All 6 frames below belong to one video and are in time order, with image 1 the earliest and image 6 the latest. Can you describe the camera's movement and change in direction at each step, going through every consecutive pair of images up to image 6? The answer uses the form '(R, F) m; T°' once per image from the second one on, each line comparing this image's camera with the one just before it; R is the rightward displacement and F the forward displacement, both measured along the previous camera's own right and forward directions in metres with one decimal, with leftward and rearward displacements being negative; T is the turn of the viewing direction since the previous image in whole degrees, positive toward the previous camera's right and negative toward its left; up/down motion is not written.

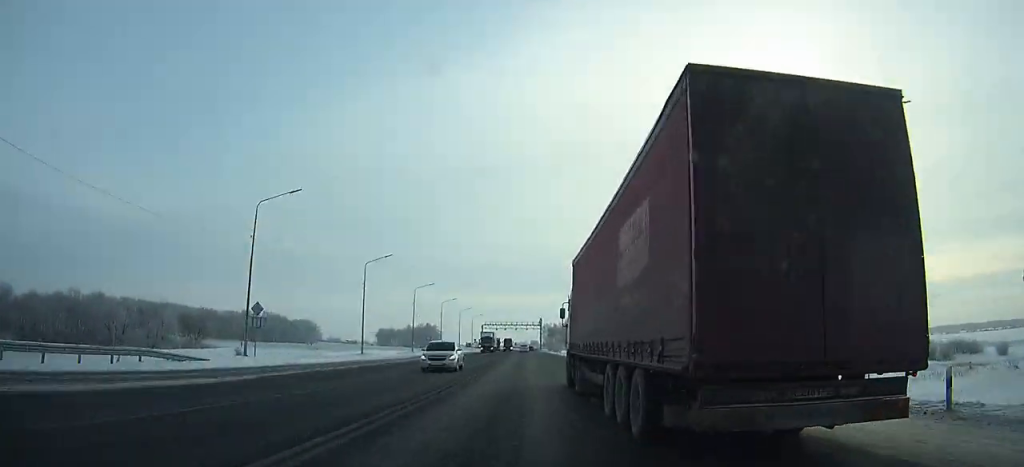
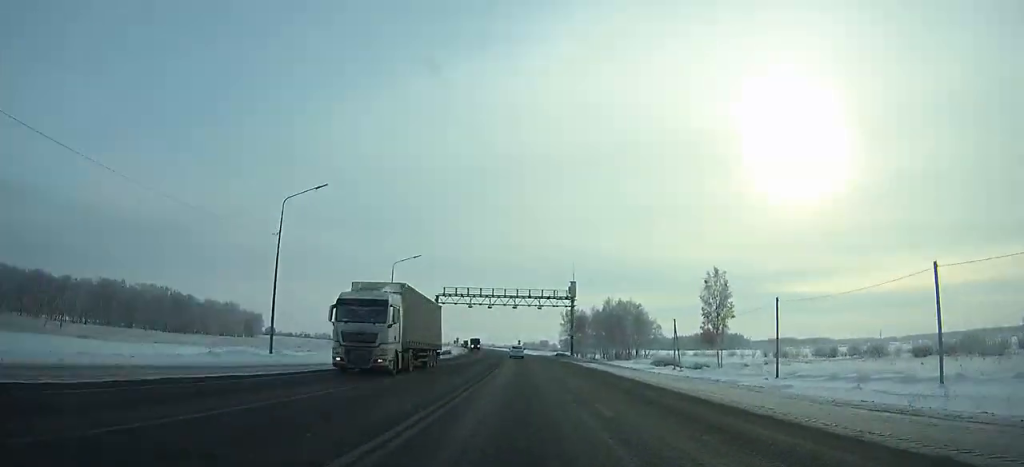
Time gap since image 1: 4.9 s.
(-0.5, +109.8) m; -1°
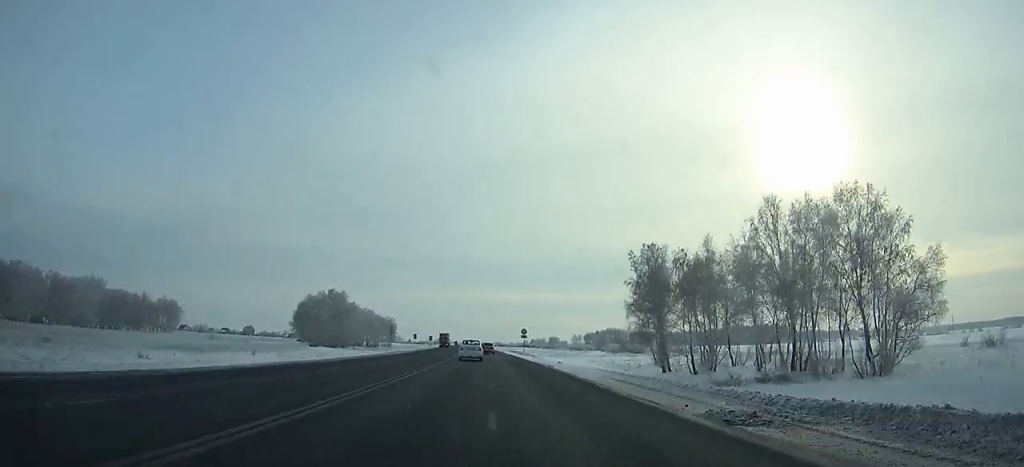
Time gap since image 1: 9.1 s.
(-1.6, +94.1) m; -3°
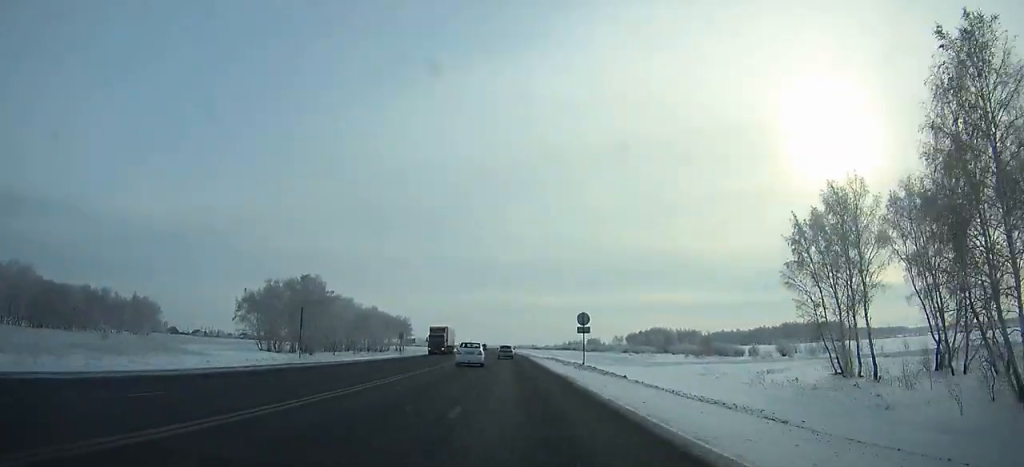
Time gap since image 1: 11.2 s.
(-1.2, +45.5) m; -2°
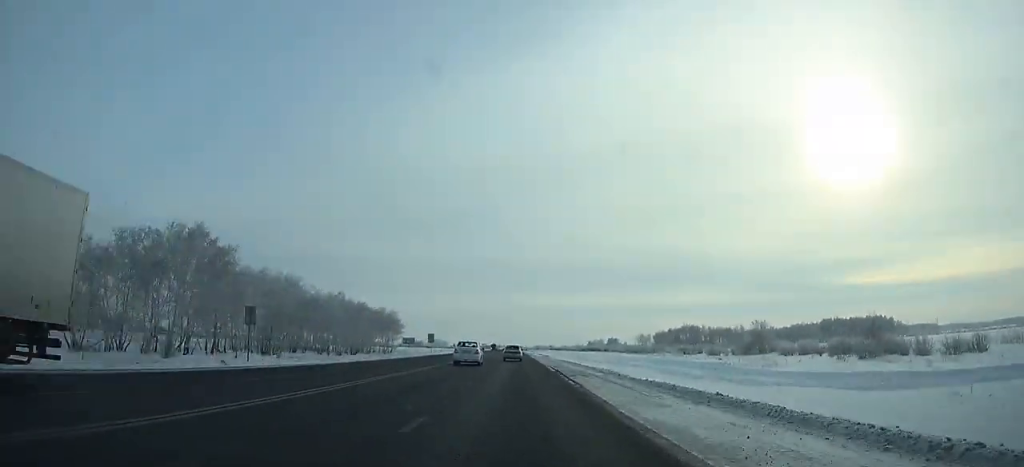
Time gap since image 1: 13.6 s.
(-0.9, +50.9) m; -1°
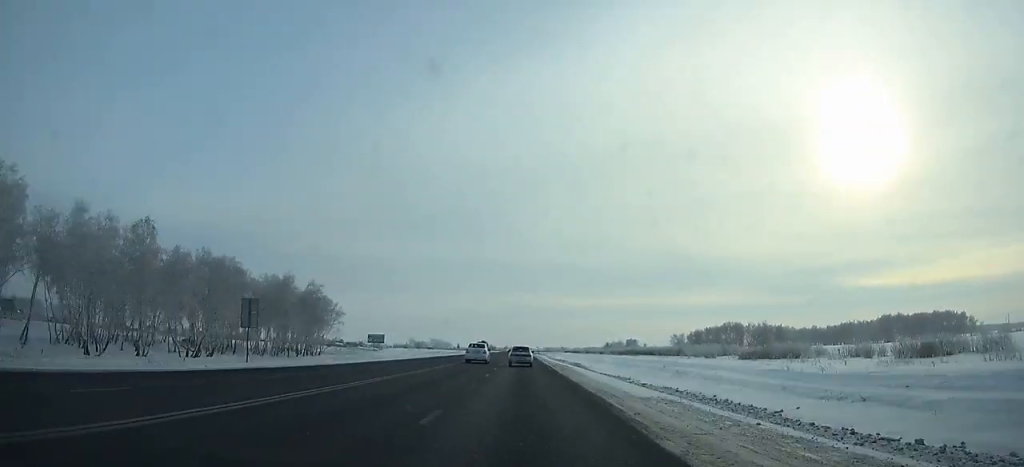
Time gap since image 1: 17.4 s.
(-0.7, +77.9) m; -1°
